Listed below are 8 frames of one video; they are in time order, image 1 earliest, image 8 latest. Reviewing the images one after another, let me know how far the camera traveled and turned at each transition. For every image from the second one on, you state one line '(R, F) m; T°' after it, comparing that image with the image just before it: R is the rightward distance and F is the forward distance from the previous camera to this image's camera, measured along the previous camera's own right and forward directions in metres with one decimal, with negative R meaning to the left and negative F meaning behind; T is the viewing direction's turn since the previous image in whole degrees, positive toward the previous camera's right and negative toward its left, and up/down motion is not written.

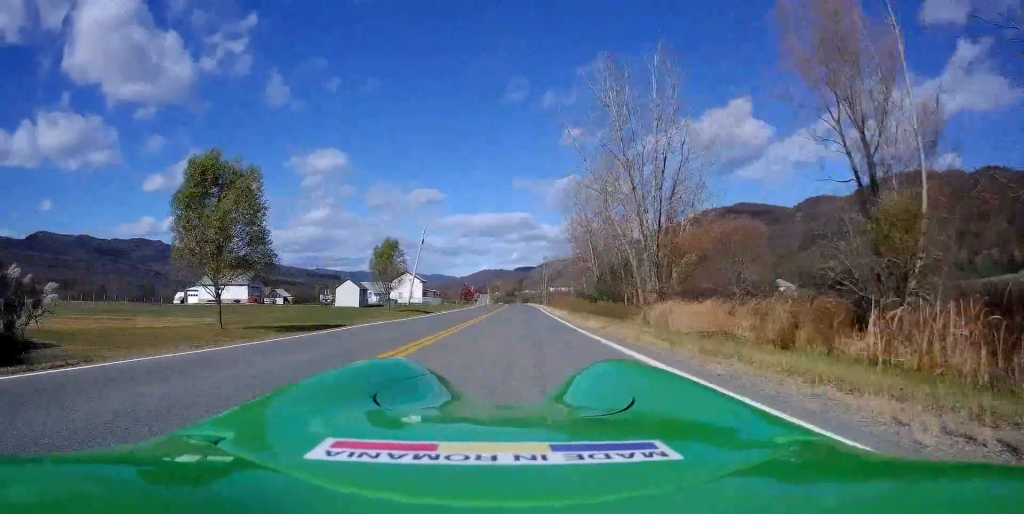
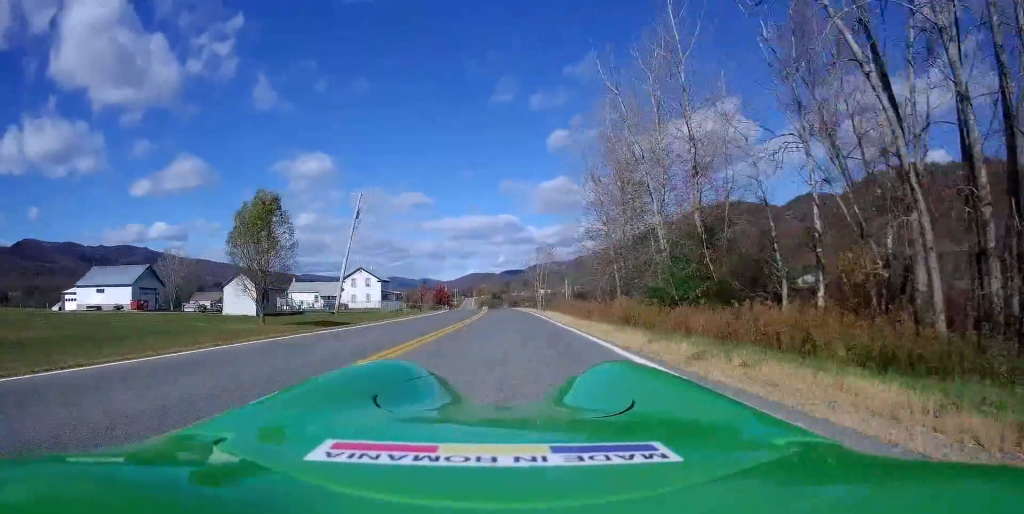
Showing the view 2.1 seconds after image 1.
(-0.7, +31.3) m; -1°
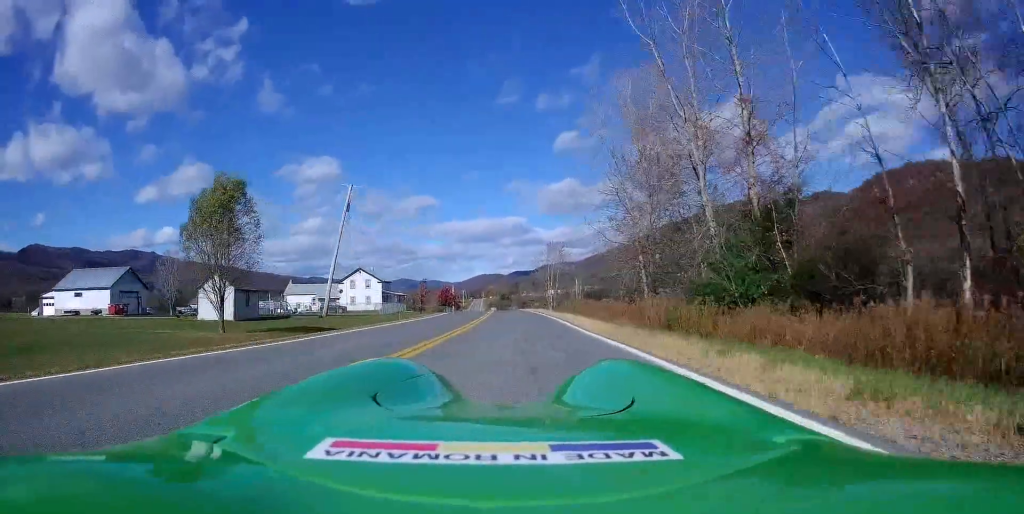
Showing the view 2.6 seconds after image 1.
(+0.1, +6.7) m; 0°
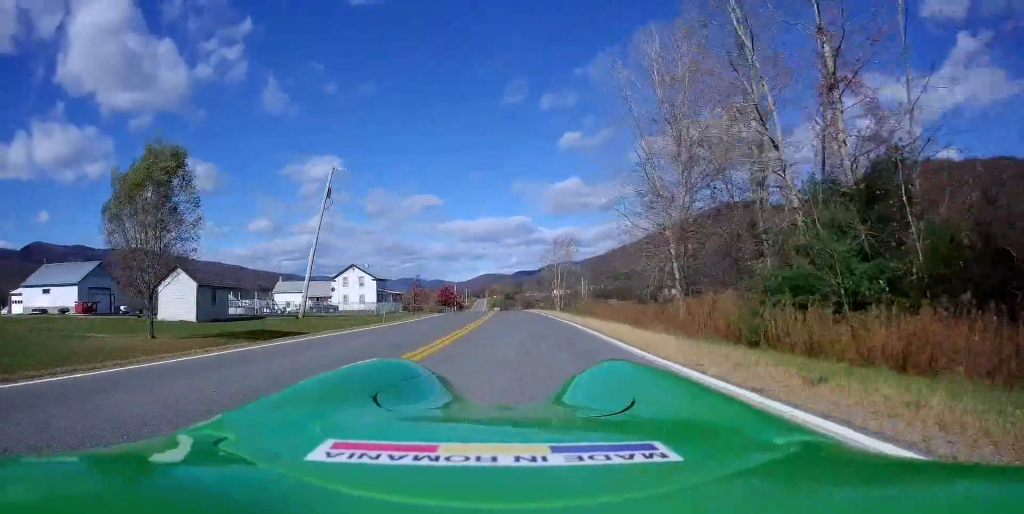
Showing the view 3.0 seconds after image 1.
(-0.2, +6.7) m; 0°
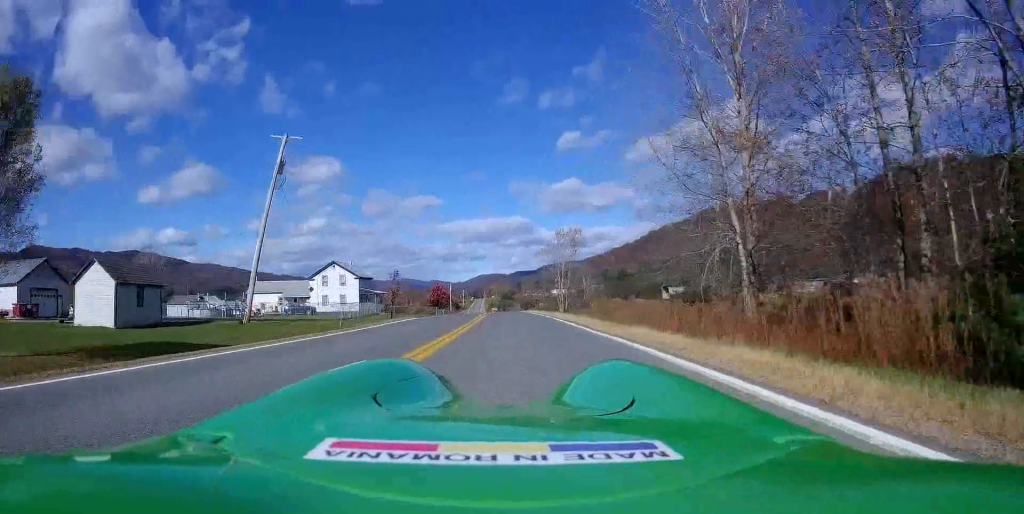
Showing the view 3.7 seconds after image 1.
(0.0, +9.7) m; 0°
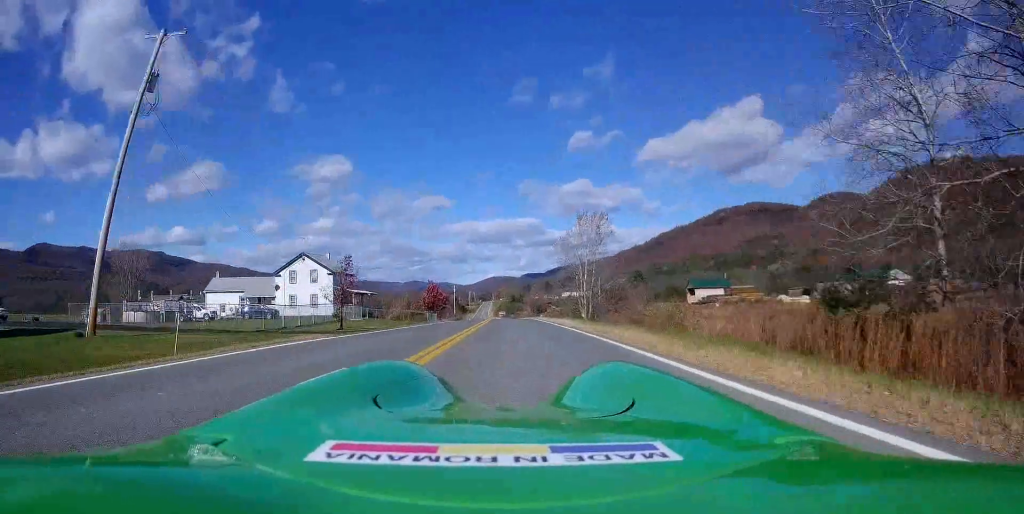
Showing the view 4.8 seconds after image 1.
(+0.3, +15.9) m; +1°
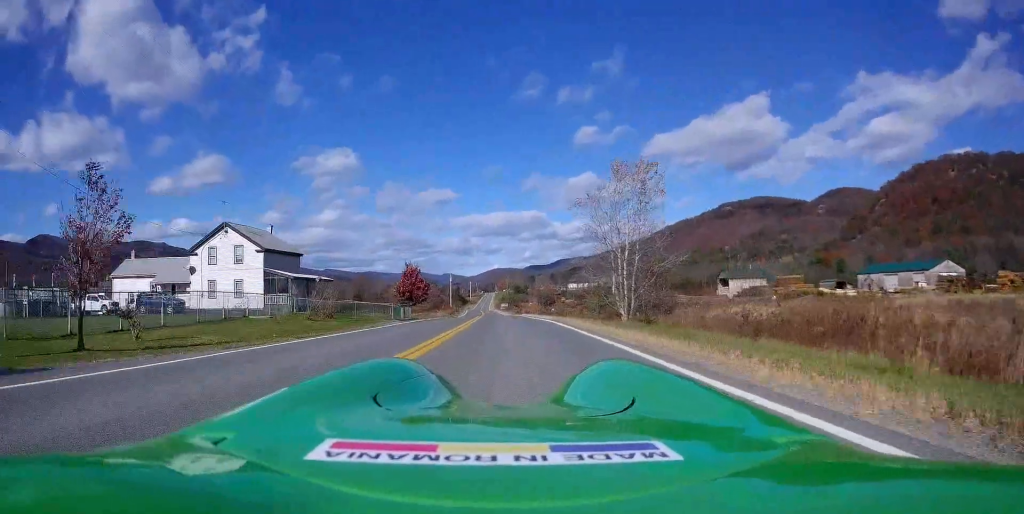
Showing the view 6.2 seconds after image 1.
(-0.4, +21.4) m; -1°
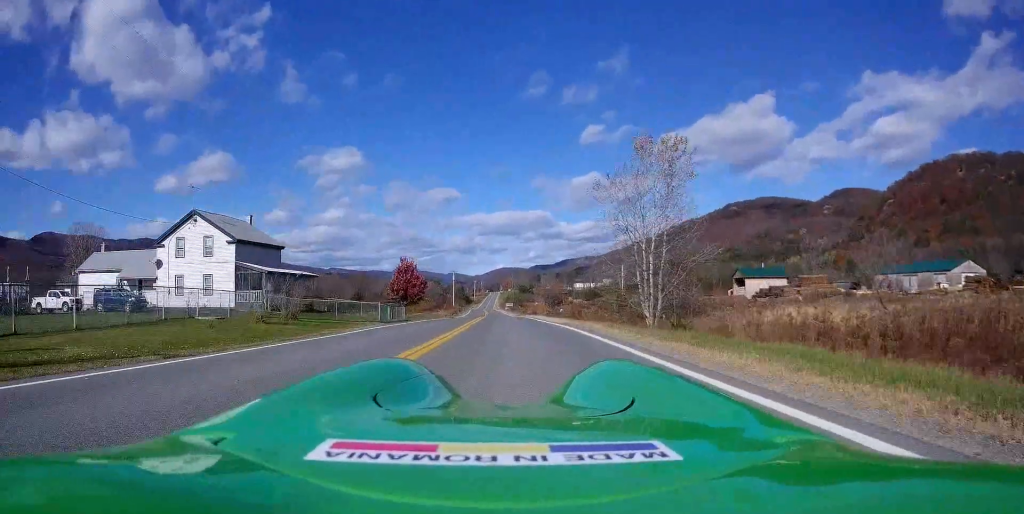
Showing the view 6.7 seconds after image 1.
(0.0, +6.1) m; 0°
